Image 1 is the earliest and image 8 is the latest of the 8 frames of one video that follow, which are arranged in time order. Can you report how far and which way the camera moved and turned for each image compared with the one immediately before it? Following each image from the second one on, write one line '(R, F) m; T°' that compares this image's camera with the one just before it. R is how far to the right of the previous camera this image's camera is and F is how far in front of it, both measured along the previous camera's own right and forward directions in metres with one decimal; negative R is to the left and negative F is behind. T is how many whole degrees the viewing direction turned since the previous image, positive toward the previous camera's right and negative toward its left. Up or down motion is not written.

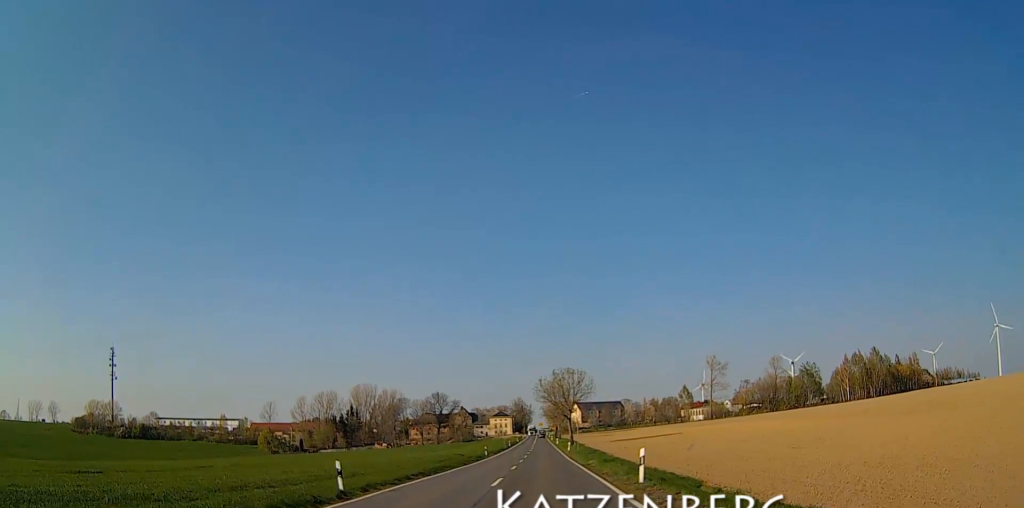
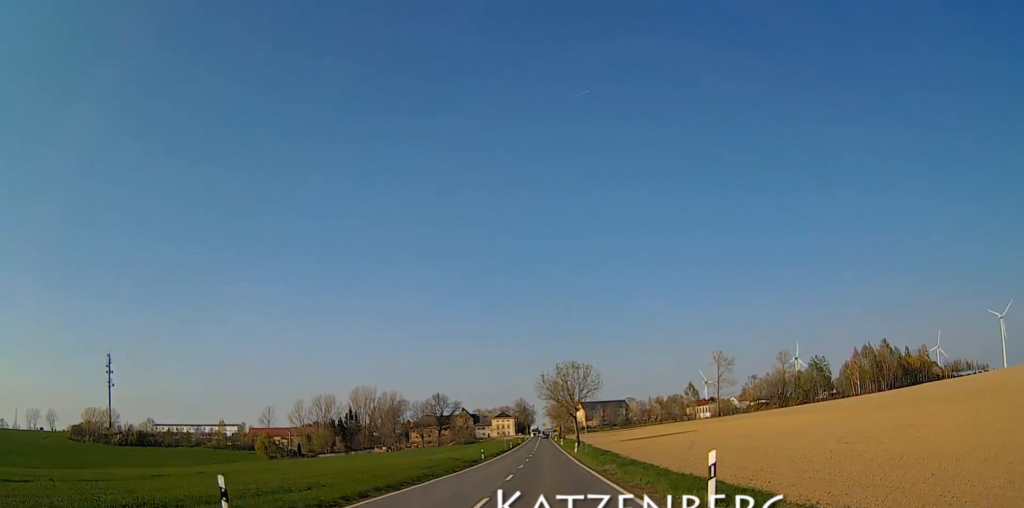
(-0.1, +7.4) m; +2°
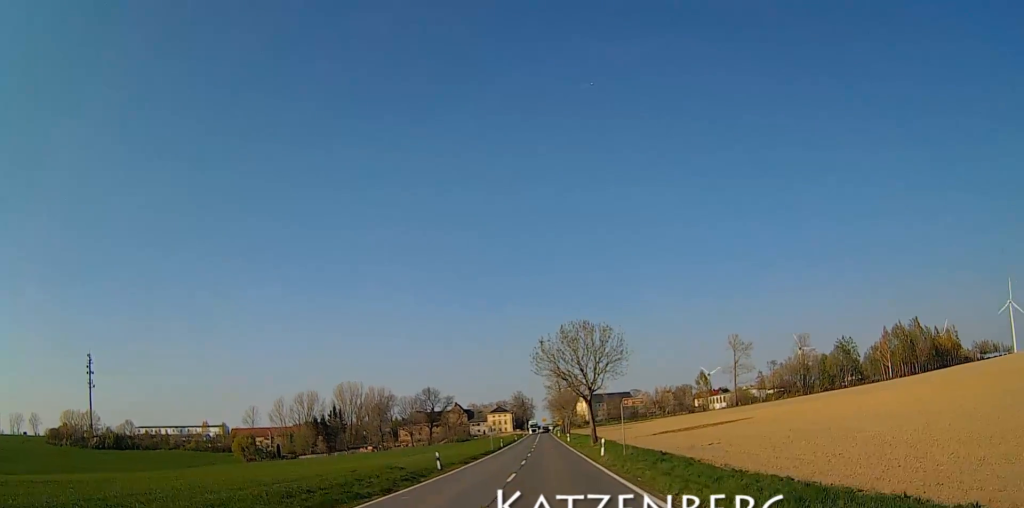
(+1.1, +25.5) m; +2°
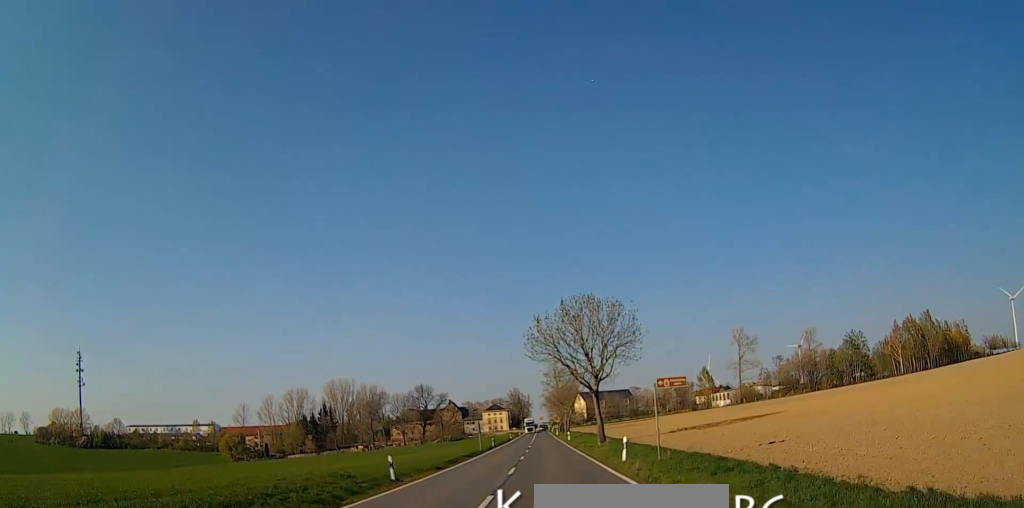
(-0.1, +10.1) m; -2°
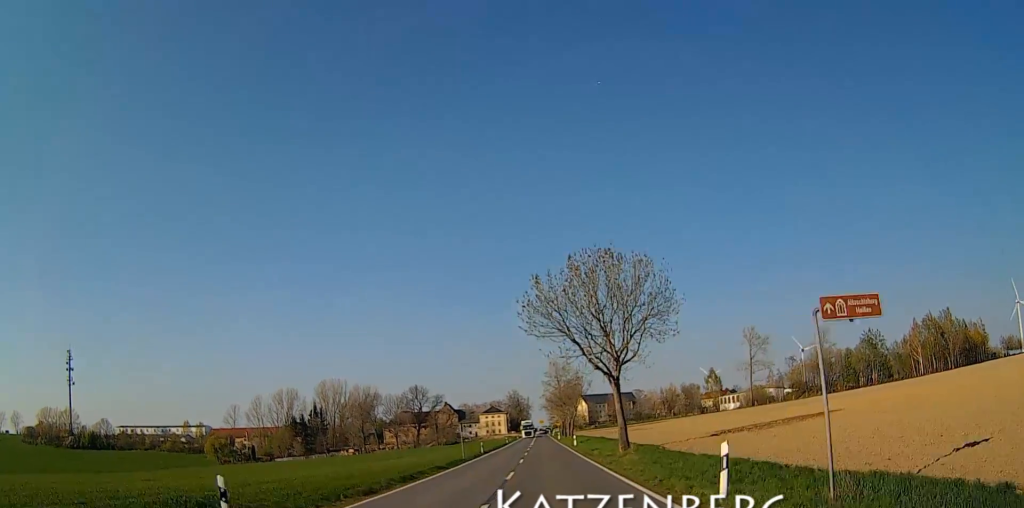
(-0.3, +13.2) m; -1°
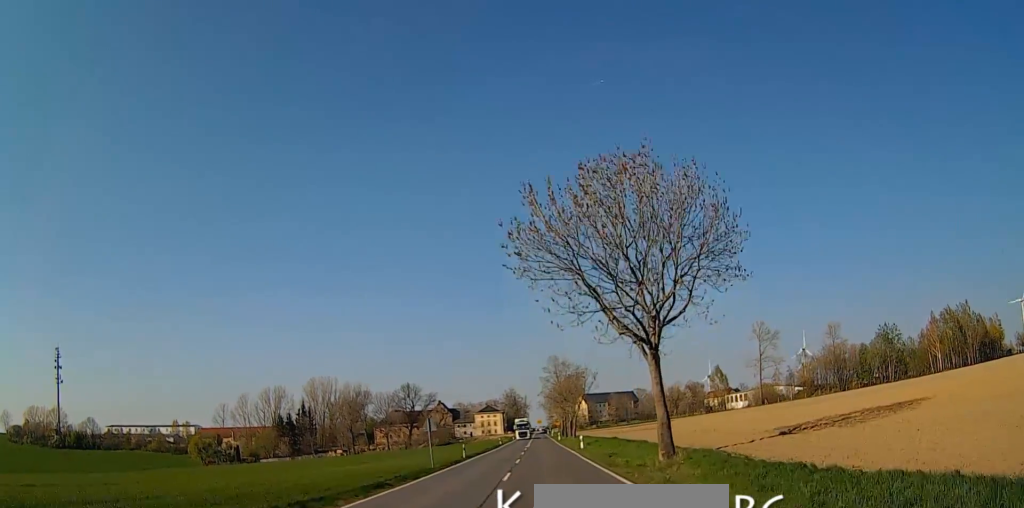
(-0.1, +12.7) m; 0°
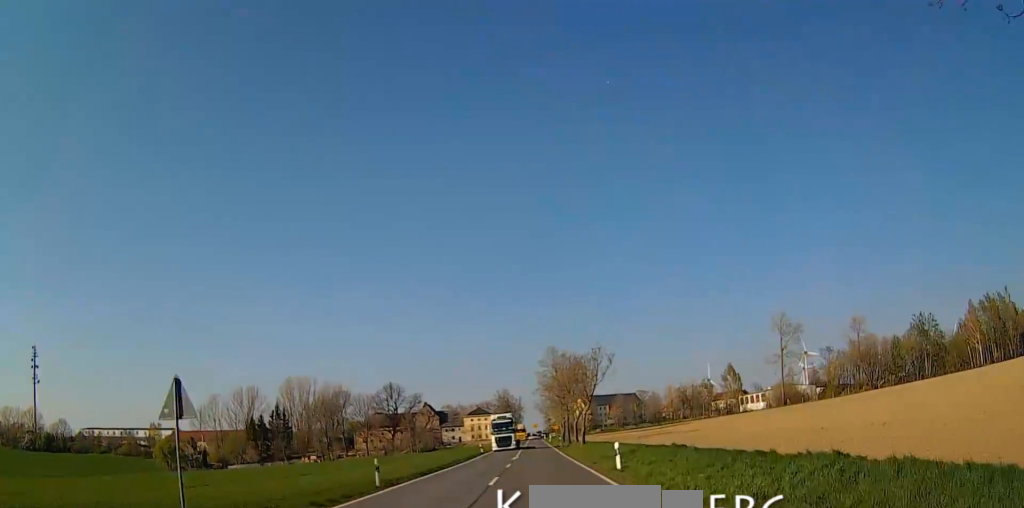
(+0.3, +24.9) m; 0°
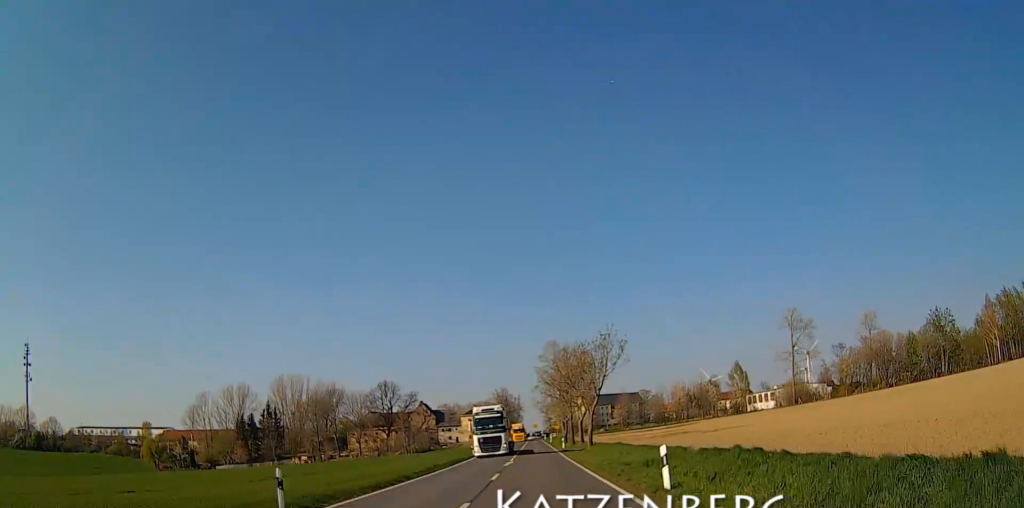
(0.0, +9.0) m; 0°
